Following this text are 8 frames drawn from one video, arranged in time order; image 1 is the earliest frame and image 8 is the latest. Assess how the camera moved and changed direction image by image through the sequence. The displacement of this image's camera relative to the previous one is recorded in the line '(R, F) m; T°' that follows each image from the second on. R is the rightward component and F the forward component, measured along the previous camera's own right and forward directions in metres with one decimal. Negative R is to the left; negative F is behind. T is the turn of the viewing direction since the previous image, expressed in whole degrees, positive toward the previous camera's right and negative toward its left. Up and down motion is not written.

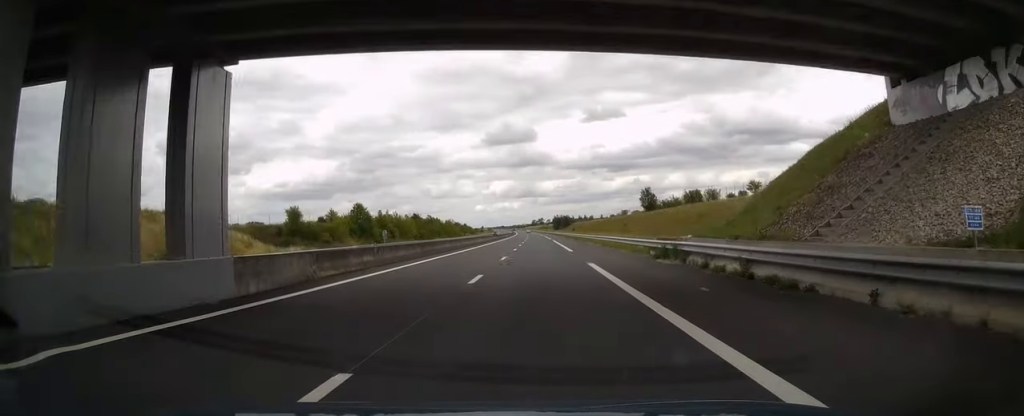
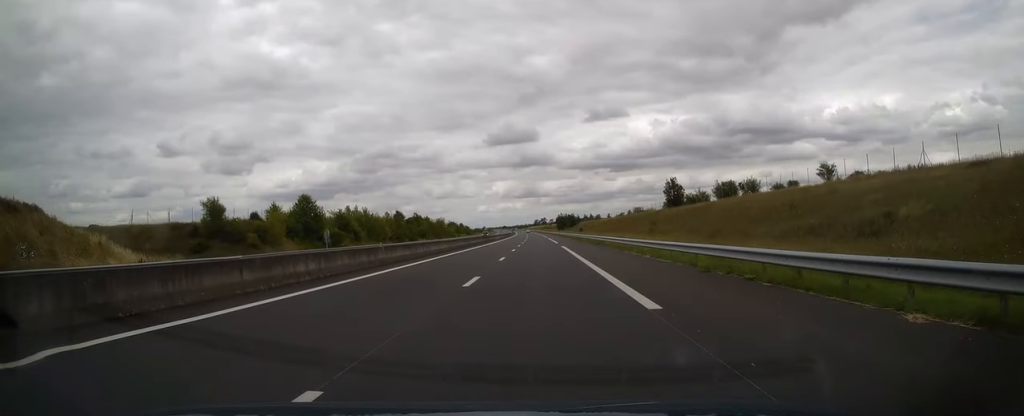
(+0.3, +26.4) m; 0°
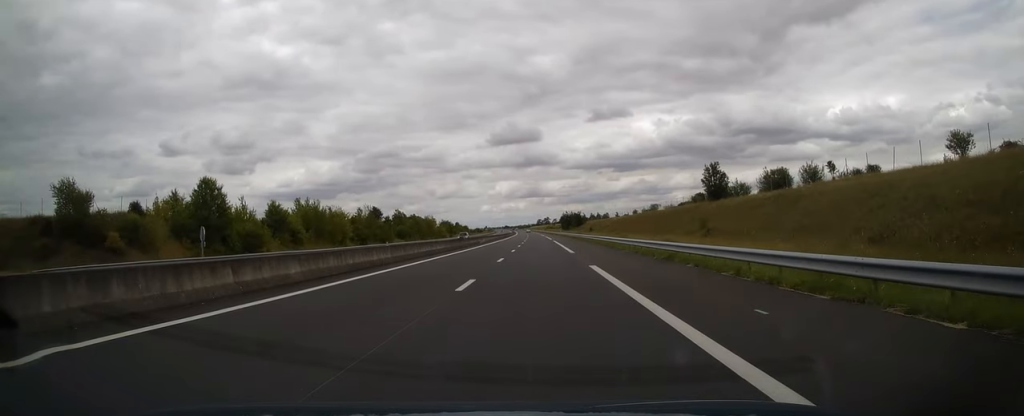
(-0.4, +26.9) m; 0°
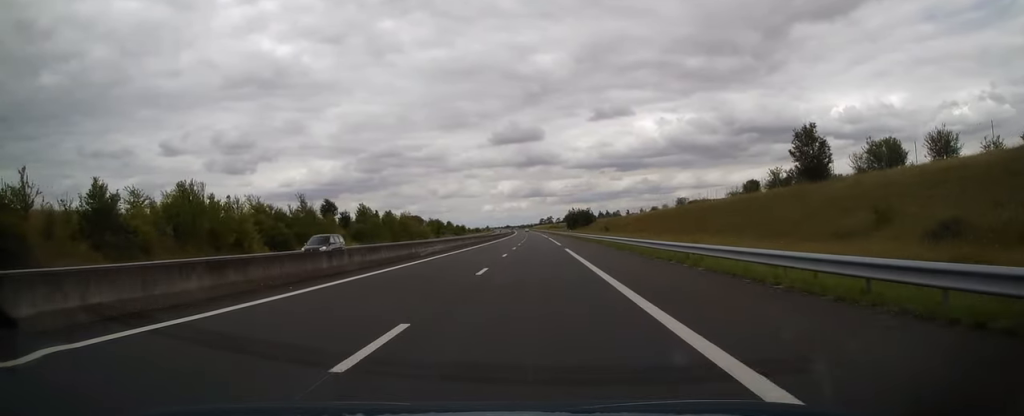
(+0.3, +33.8) m; 0°
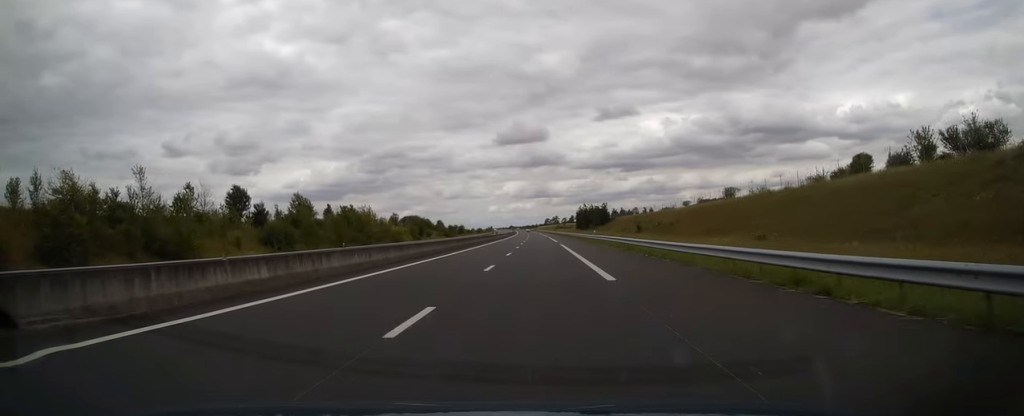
(-0.5, +36.7) m; -1°
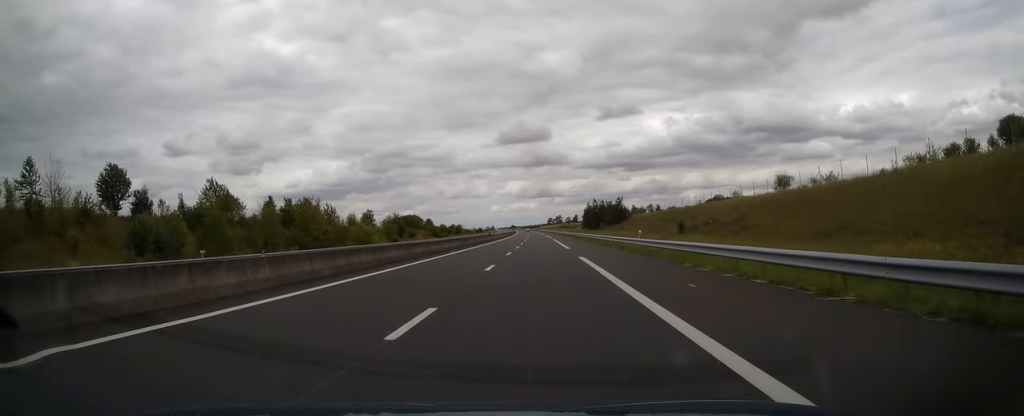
(-0.1, +25.9) m; -1°
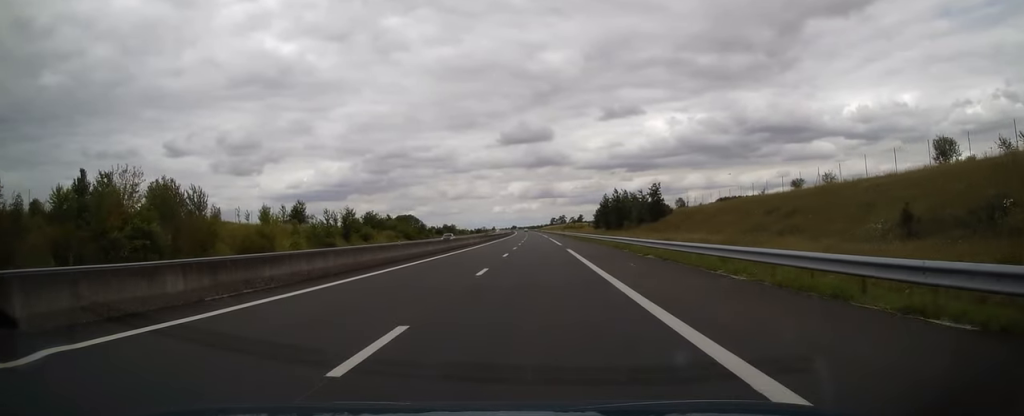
(-0.1, +40.6) m; 0°
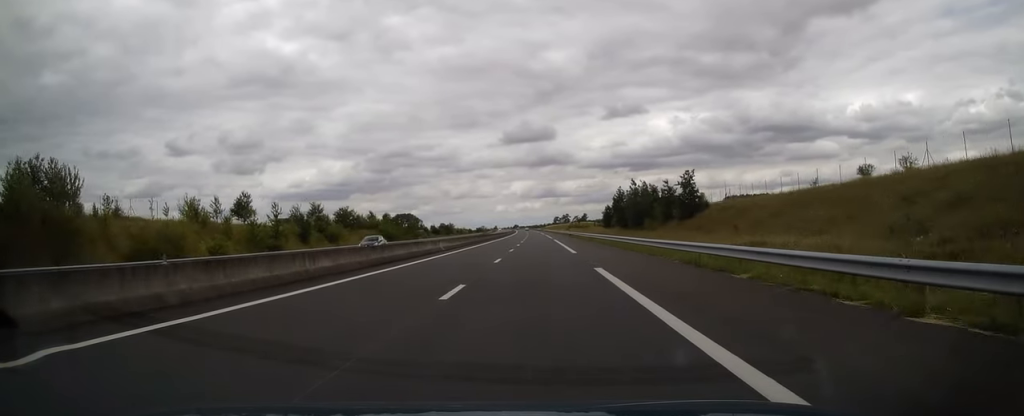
(0.0, +19.6) m; 0°
